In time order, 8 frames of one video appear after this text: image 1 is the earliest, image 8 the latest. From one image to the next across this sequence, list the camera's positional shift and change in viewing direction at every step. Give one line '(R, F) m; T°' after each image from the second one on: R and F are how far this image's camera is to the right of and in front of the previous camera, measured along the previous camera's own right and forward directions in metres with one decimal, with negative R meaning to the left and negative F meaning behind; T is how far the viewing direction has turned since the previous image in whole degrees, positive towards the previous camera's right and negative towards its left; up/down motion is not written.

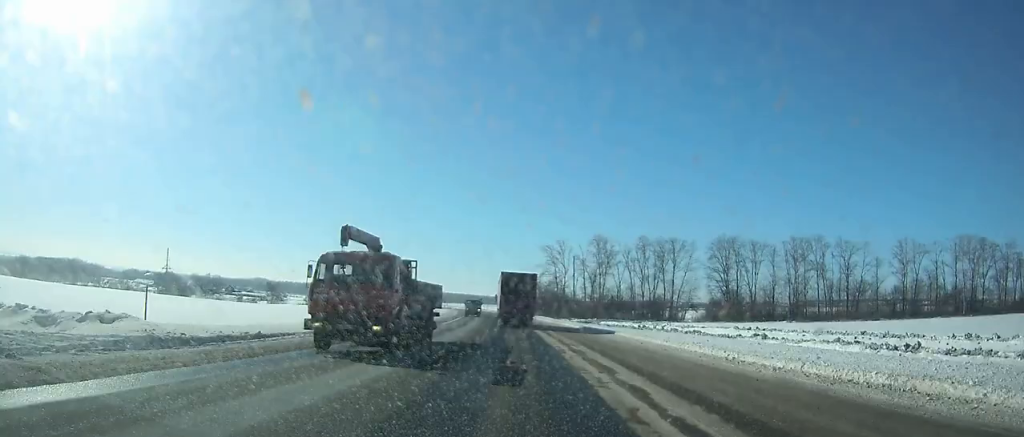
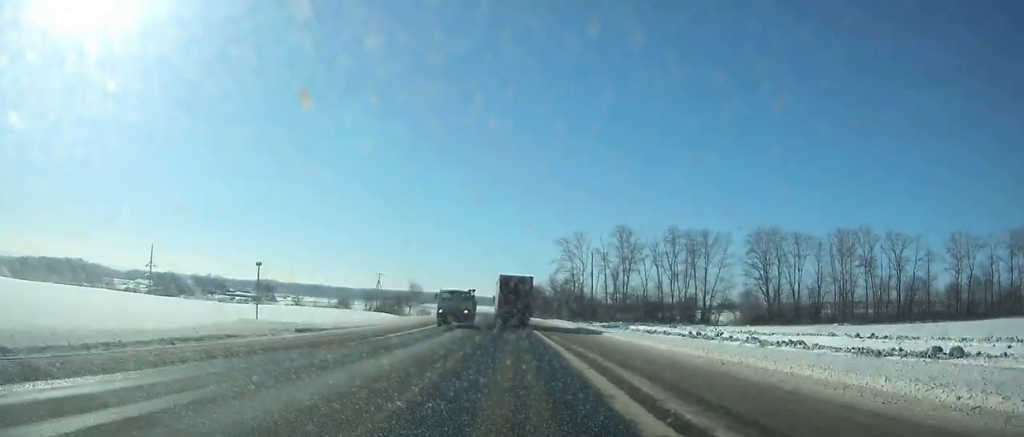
(-0.4, +21.4) m; -1°
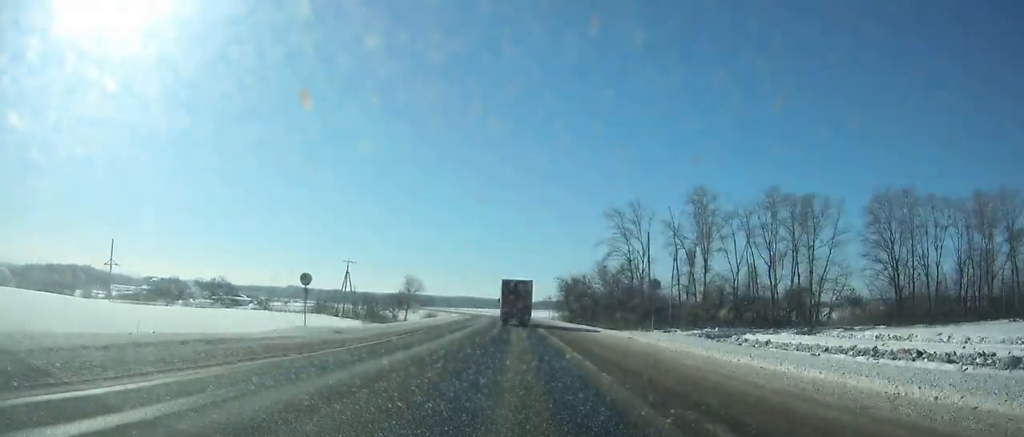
(-0.8, +45.5) m; -2°
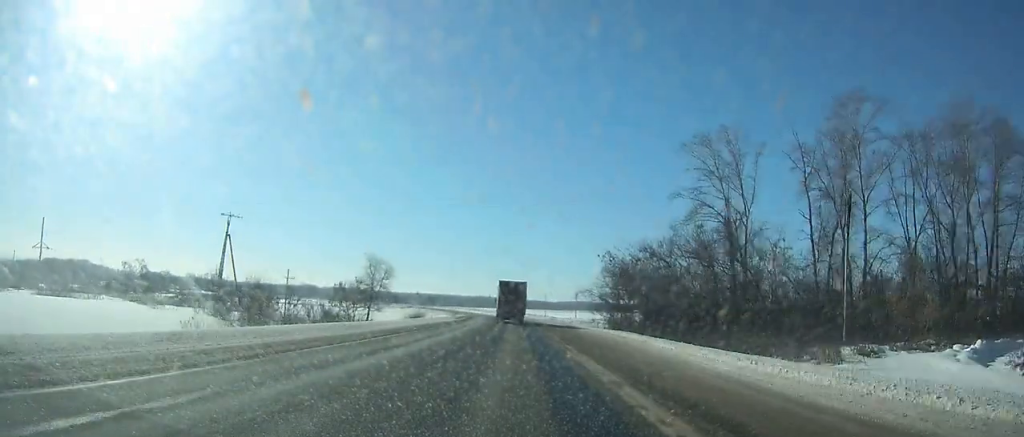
(-0.8, +45.5) m; -2°
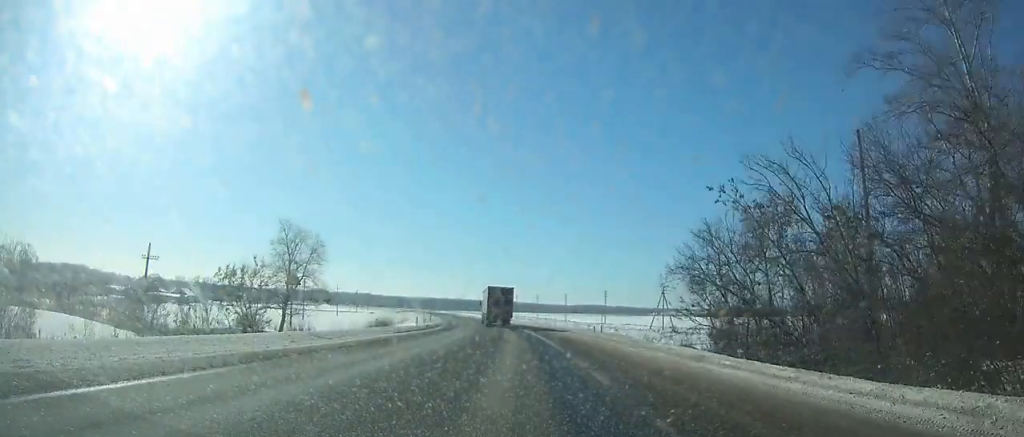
(-0.7, +37.0) m; -2°
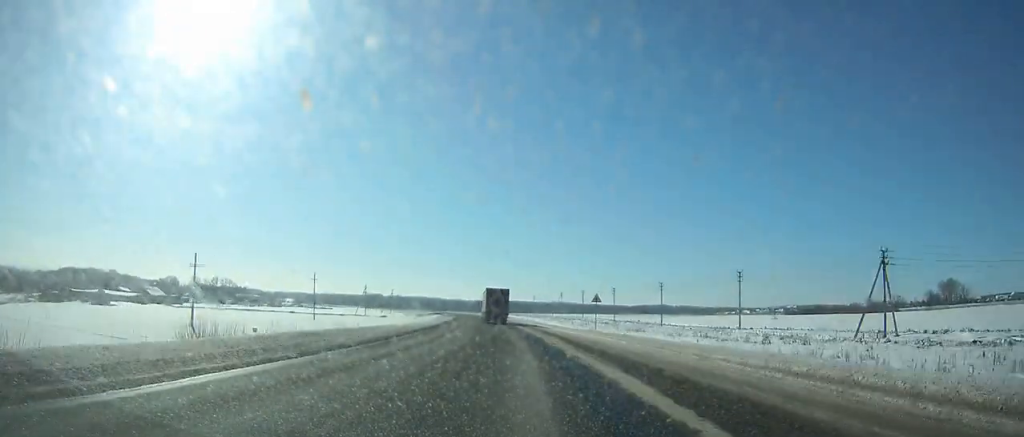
(-2.4, +63.2) m; -5°
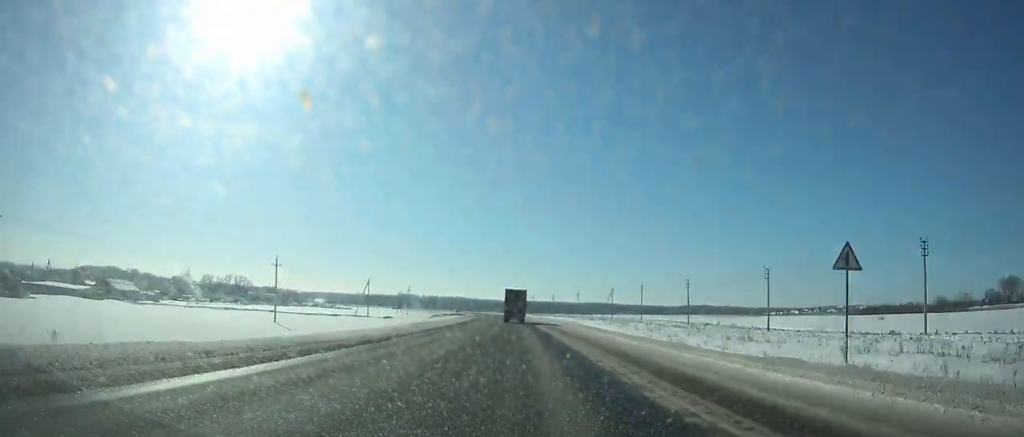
(-1.0, +36.1) m; -3°
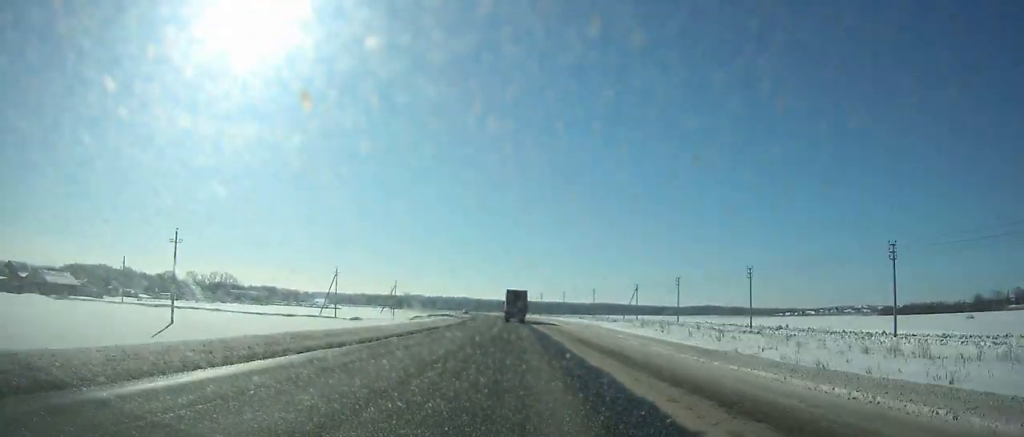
(-0.9, +28.5) m; -2°
